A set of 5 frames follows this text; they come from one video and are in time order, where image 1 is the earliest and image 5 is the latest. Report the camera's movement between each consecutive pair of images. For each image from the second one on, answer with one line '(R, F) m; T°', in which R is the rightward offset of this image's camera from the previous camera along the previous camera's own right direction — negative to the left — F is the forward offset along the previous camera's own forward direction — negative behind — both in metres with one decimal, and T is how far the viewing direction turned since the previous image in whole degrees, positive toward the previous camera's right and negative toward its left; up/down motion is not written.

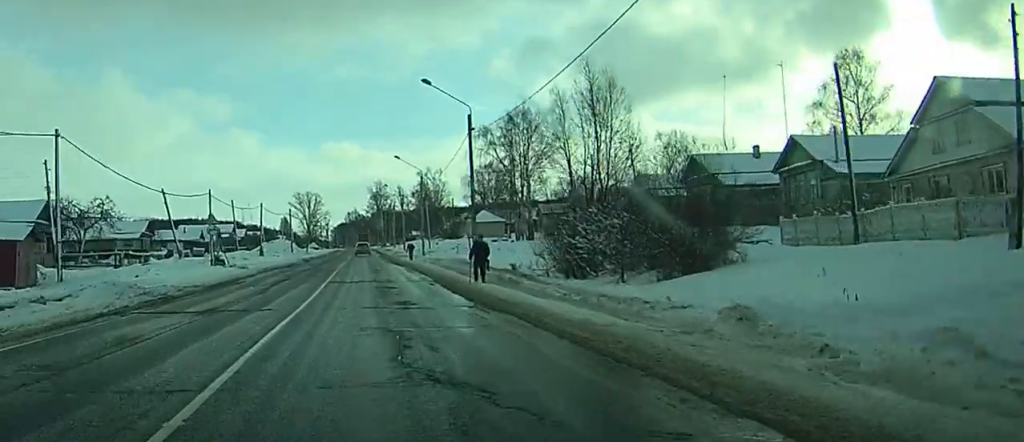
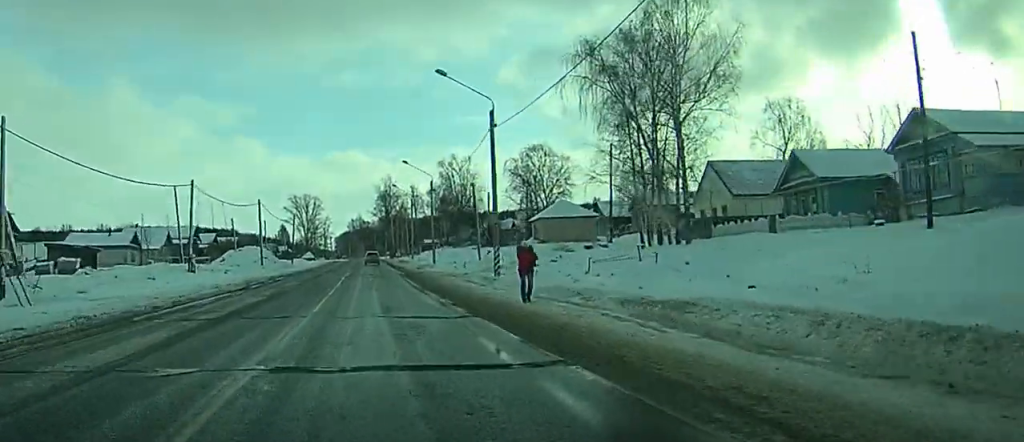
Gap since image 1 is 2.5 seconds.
(+0.1, +46.8) m; 0°
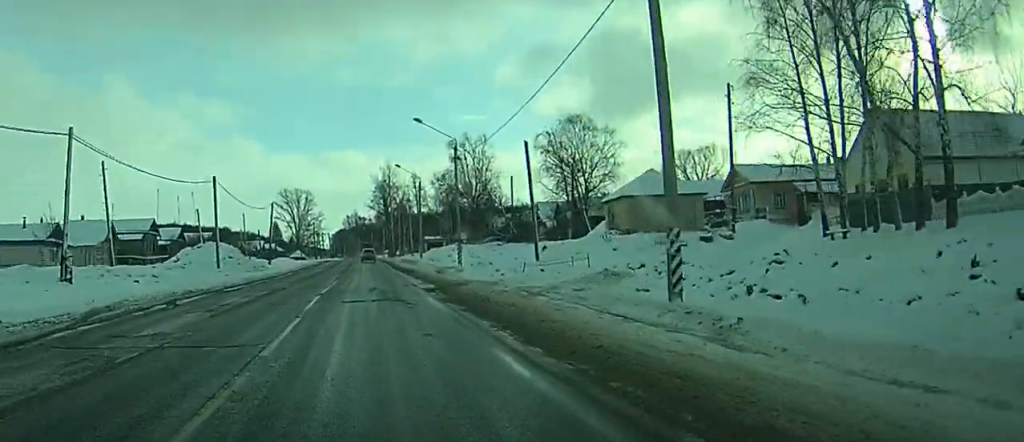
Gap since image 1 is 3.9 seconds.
(-0.2, +25.6) m; 0°
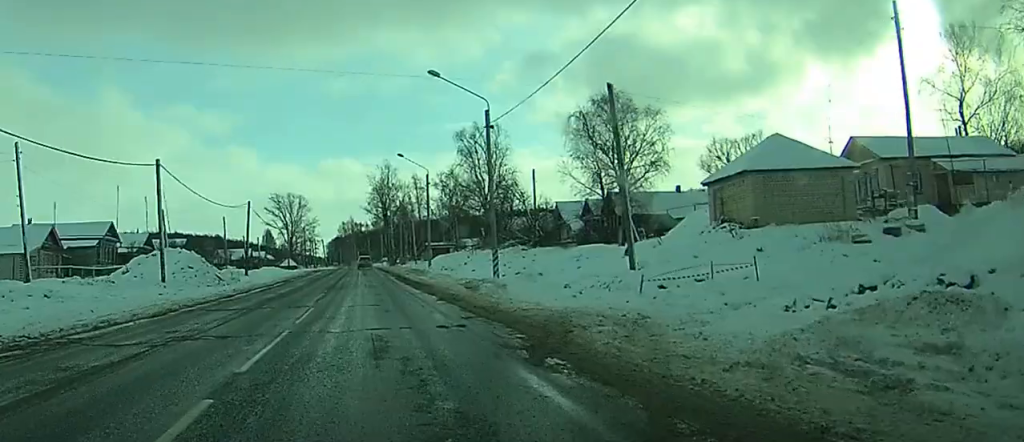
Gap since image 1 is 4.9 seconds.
(+0.1, +17.5) m; +1°
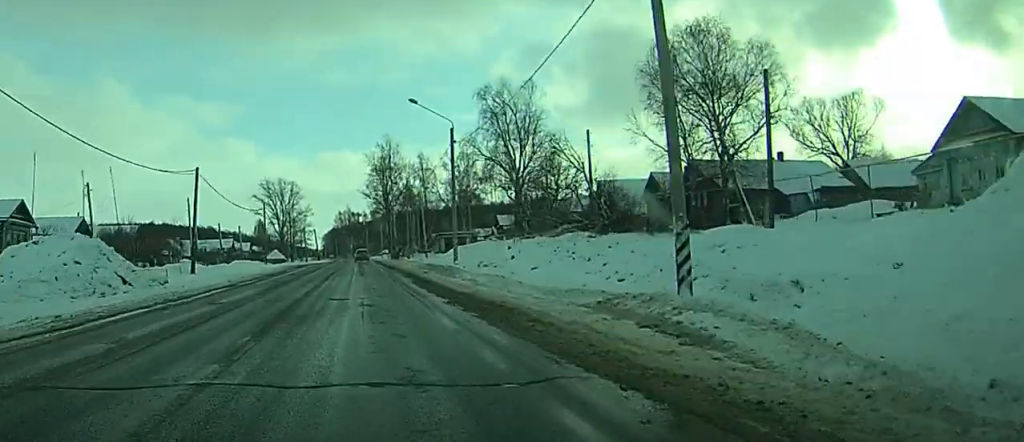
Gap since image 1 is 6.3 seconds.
(+0.1, +25.2) m; +1°
